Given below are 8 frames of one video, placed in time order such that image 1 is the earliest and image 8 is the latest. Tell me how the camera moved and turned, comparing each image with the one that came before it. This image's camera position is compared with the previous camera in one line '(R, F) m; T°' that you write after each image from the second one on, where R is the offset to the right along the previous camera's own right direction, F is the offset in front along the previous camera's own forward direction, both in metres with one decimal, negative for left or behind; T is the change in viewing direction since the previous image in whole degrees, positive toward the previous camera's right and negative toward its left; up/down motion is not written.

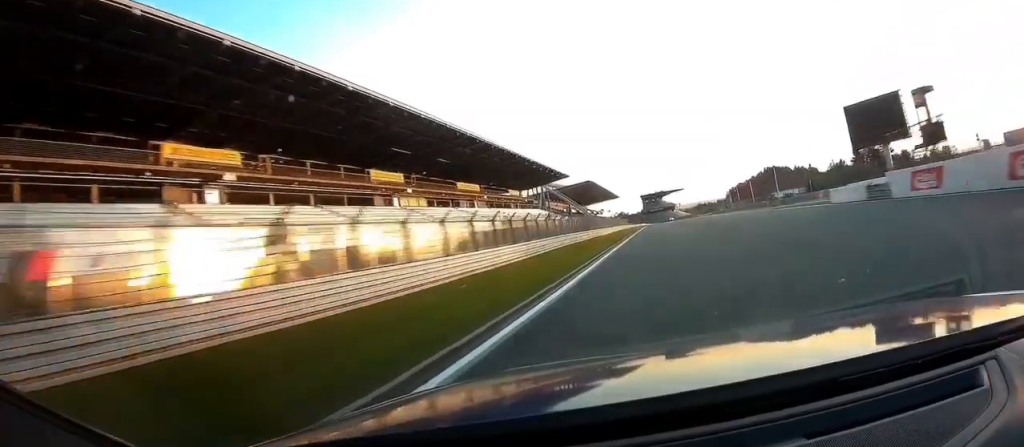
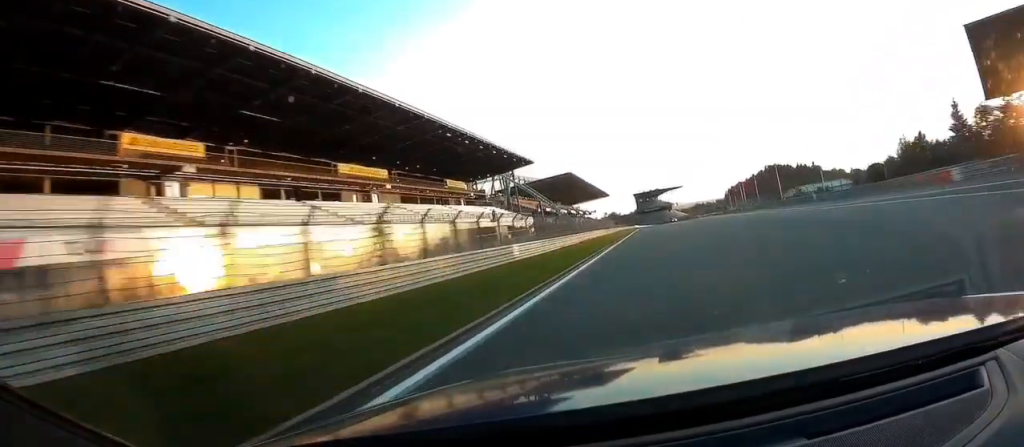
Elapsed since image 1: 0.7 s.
(0.0, +32.3) m; 0°
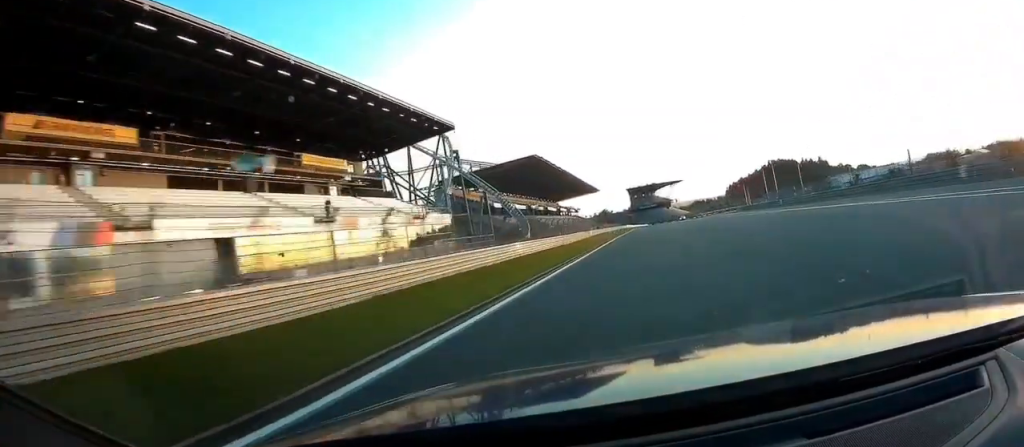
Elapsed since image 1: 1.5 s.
(+0.1, +37.4) m; 0°
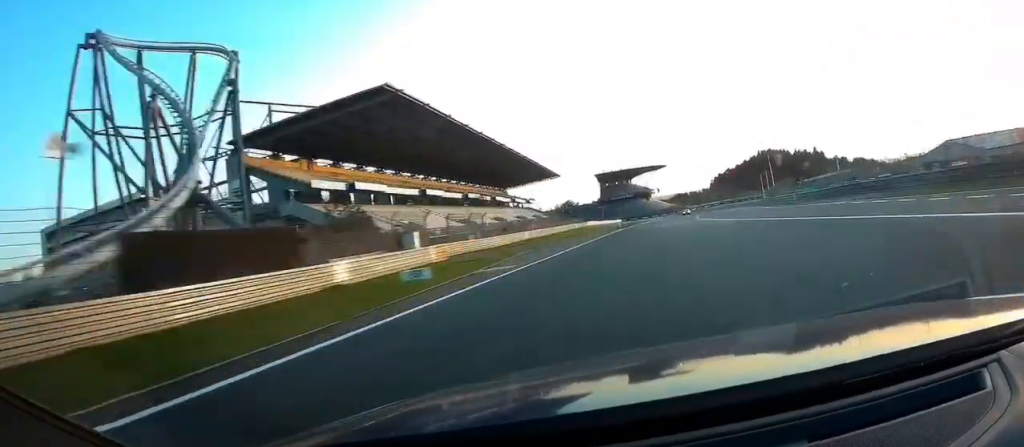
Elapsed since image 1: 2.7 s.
(+0.4, +61.4) m; +2°
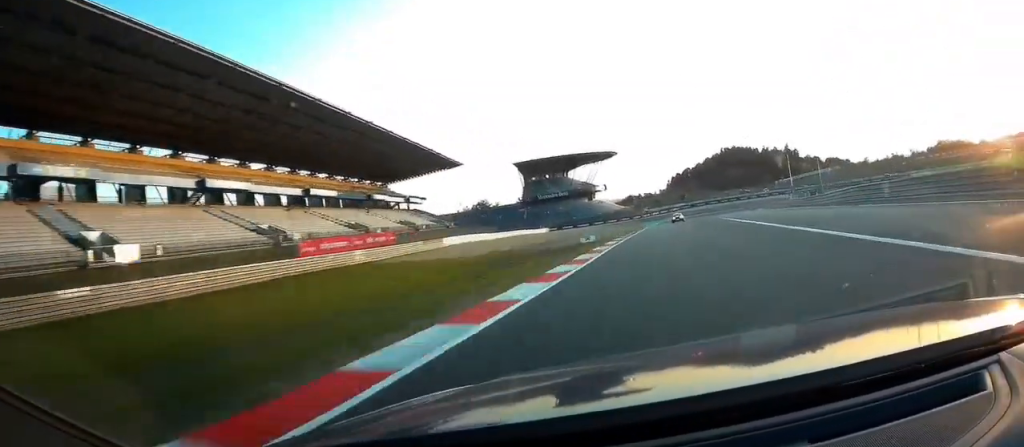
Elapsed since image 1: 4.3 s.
(+4.1, +83.4) m; +4°
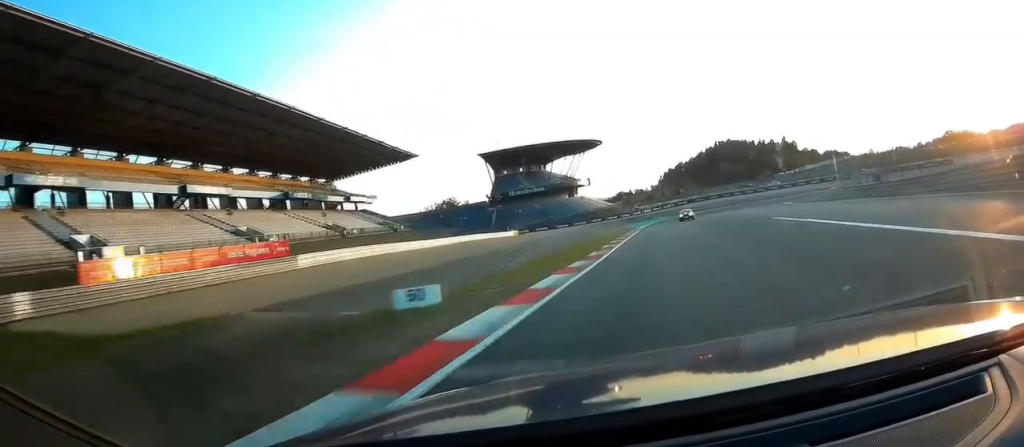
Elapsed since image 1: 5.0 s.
(+0.1, +34.9) m; 0°
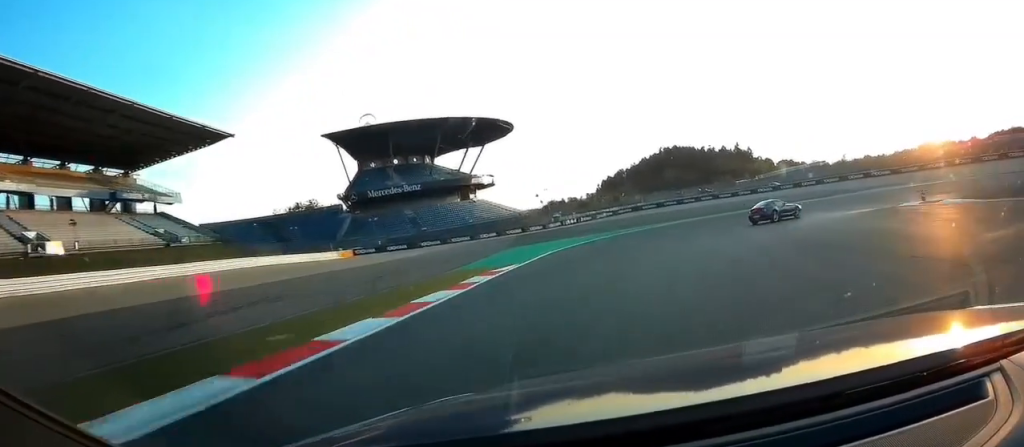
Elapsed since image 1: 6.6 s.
(0.0, +75.9) m; +1°
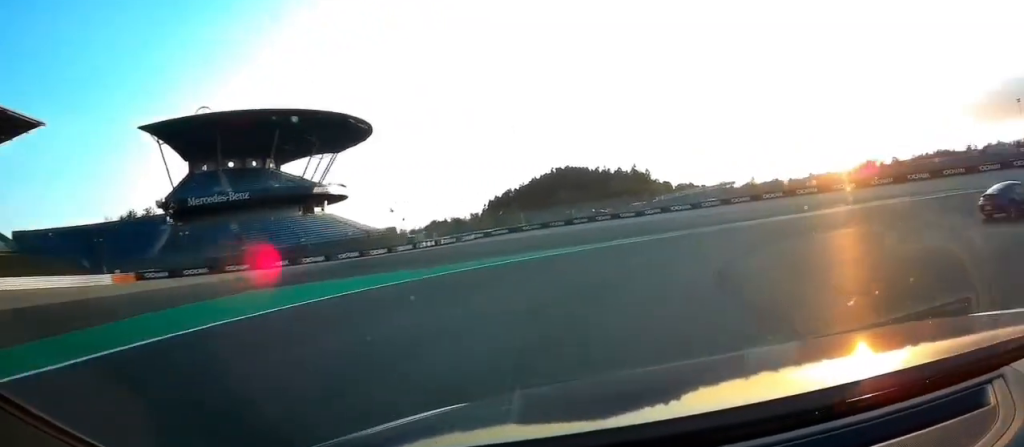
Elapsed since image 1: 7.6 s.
(+1.1, +40.3) m; +4°
